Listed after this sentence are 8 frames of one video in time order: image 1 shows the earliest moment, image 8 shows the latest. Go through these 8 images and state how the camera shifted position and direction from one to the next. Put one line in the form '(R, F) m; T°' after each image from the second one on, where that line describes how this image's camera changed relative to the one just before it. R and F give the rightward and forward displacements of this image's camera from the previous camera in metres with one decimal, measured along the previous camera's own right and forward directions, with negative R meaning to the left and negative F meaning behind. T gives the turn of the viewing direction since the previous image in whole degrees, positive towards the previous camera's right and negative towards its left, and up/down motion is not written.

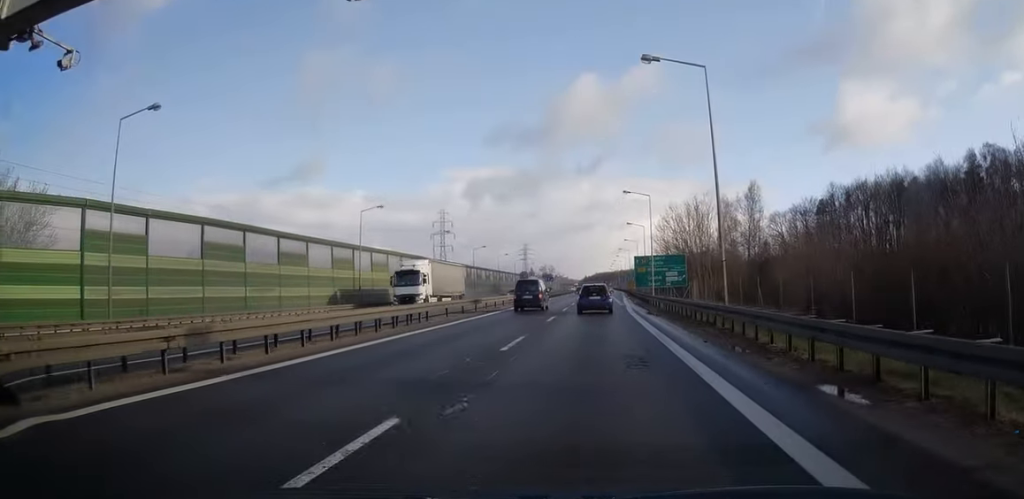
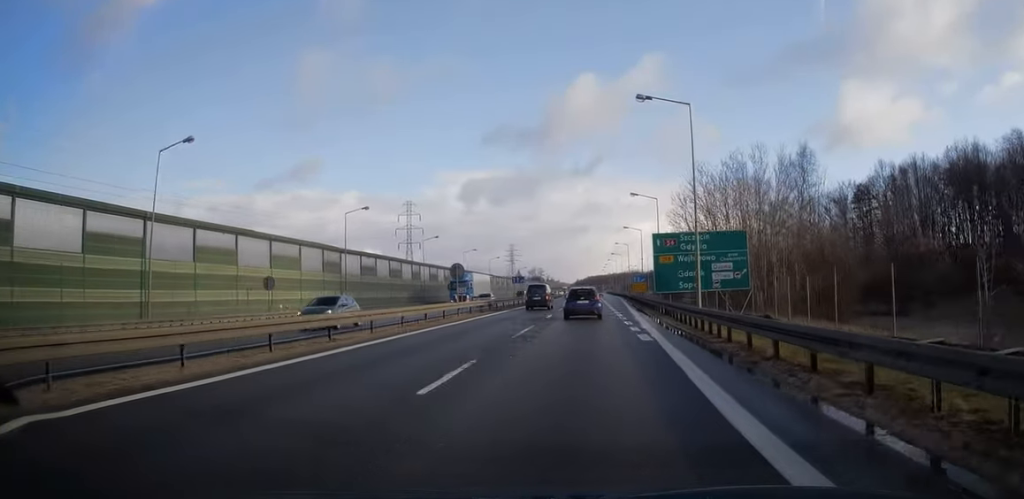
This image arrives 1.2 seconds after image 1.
(+0.1, +29.8) m; +1°
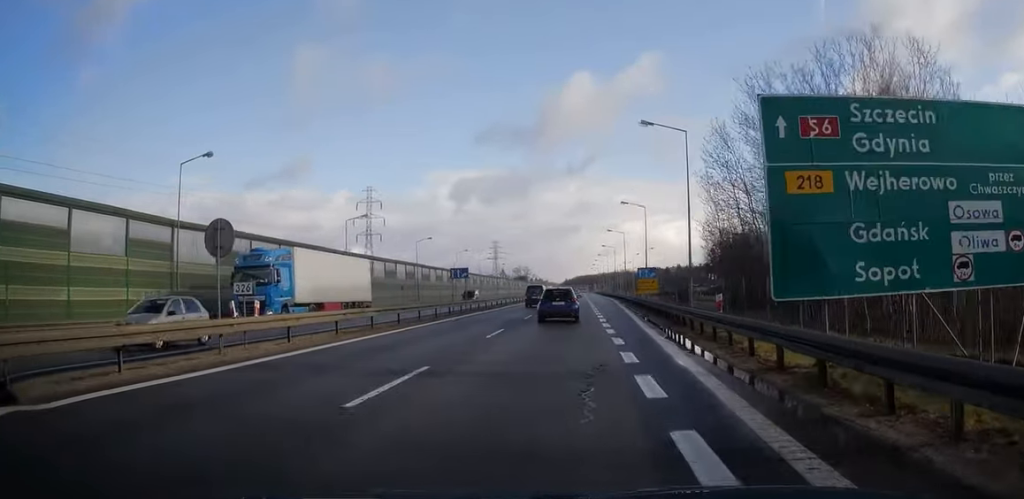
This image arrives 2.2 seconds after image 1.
(+0.2, +25.0) m; +1°
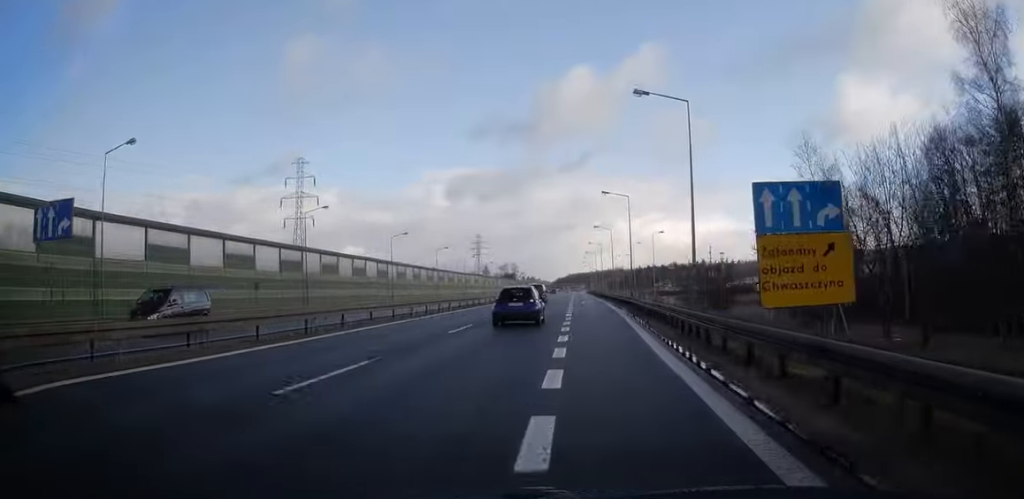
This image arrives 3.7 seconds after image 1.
(+0.3, +35.1) m; +1°
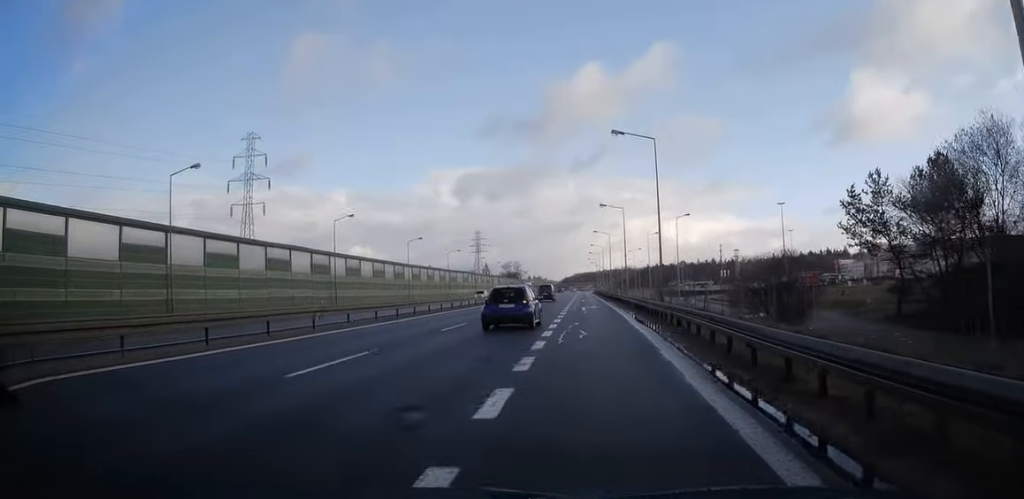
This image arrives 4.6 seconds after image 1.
(+0.1, +22.1) m; 0°
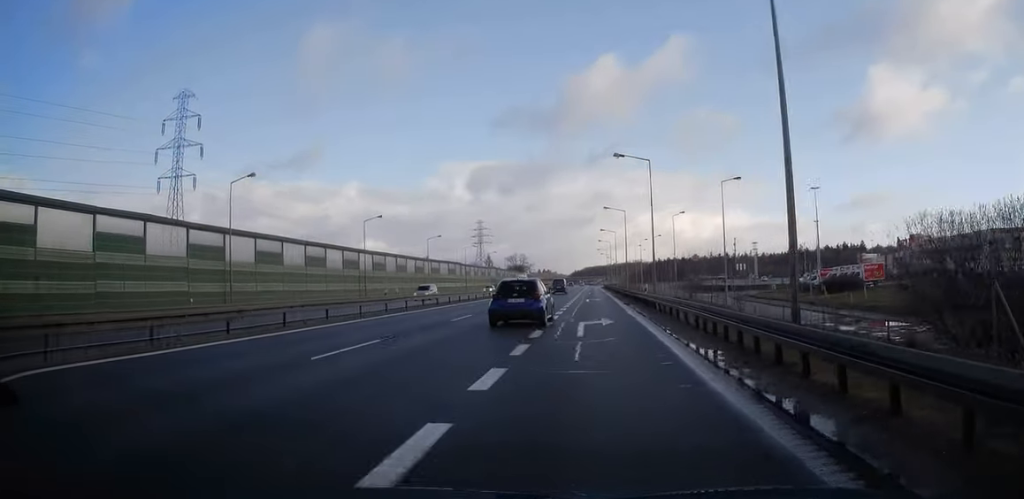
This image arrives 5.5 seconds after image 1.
(-0.1, +22.7) m; -1°
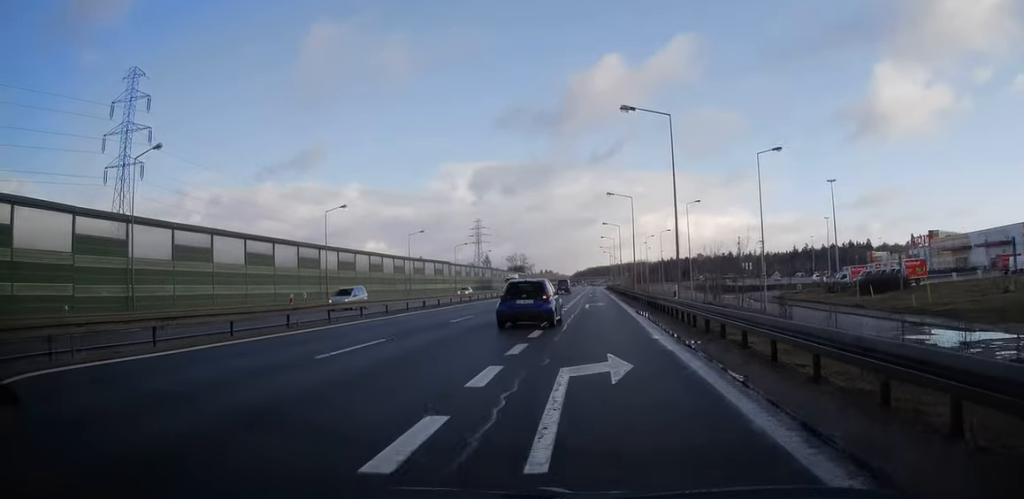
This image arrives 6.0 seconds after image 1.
(-0.1, +11.9) m; 0°
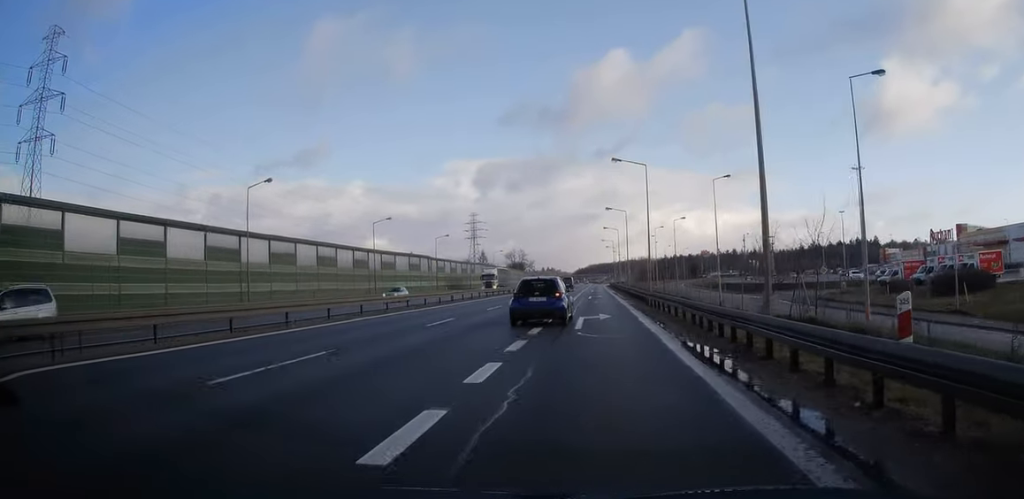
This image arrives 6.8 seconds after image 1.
(-0.1, +16.0) m; 0°
